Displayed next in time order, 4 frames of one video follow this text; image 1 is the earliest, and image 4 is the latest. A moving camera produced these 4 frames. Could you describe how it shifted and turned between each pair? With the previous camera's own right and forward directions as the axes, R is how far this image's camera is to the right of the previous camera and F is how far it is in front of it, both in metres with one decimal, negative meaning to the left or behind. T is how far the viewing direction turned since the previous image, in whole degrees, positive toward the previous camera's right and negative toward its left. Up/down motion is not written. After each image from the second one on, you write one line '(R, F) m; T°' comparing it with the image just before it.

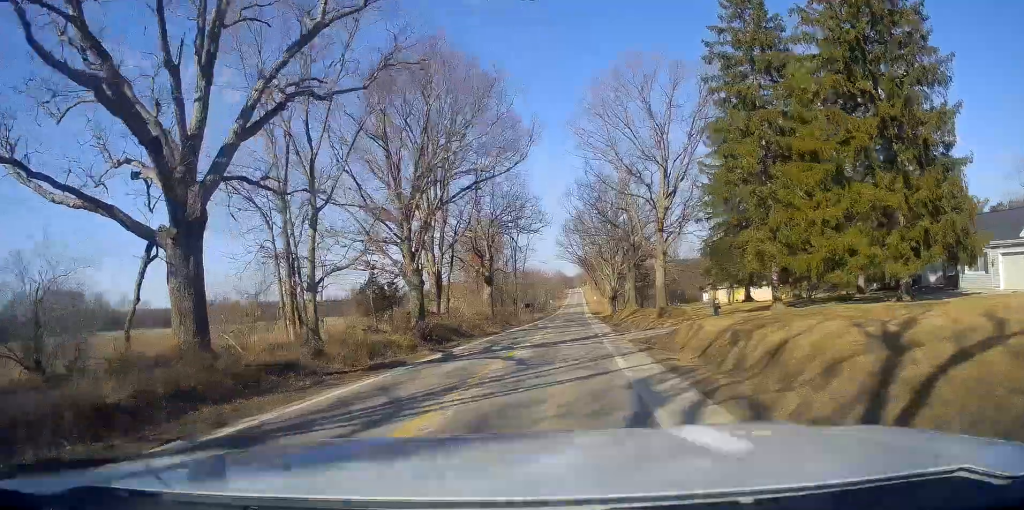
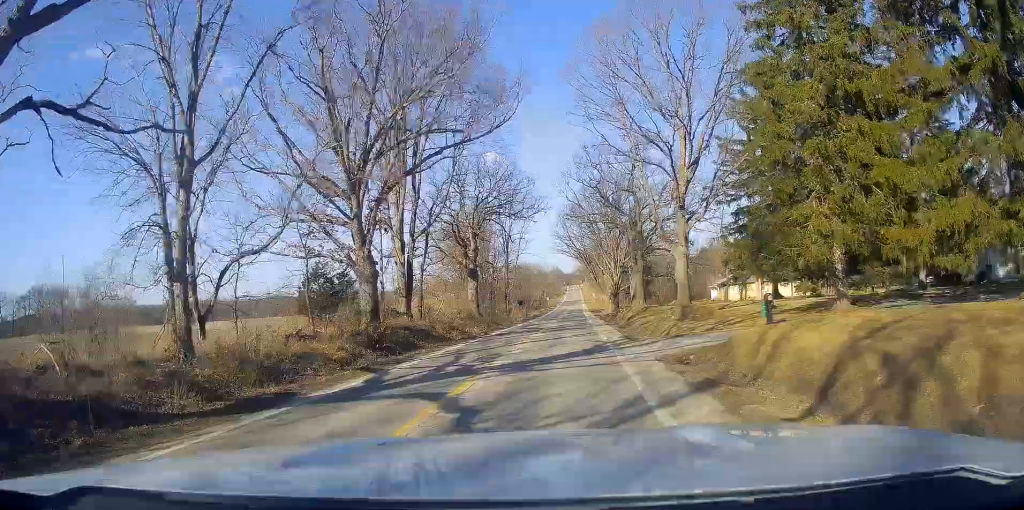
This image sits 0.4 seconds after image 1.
(0.0, +9.1) m; 0°
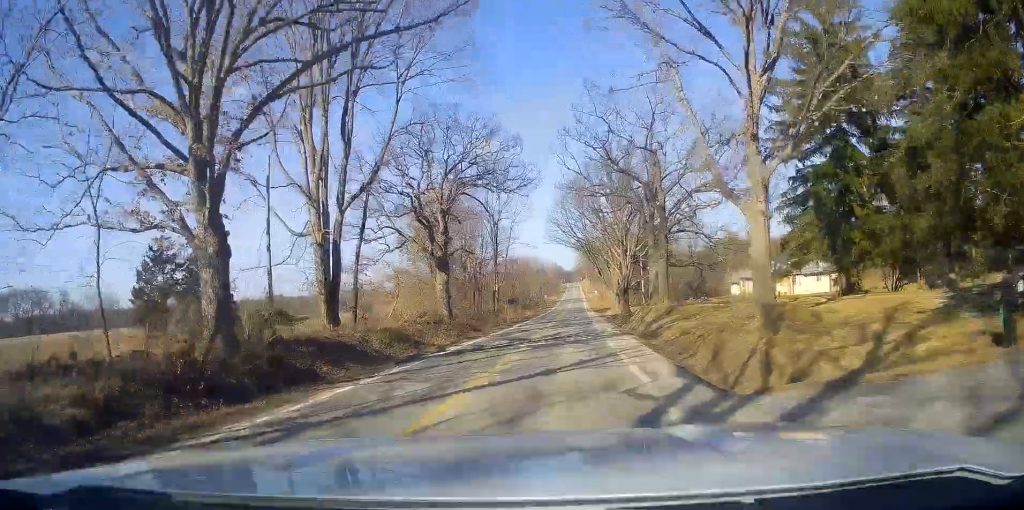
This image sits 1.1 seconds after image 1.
(-0.3, +14.4) m; 0°
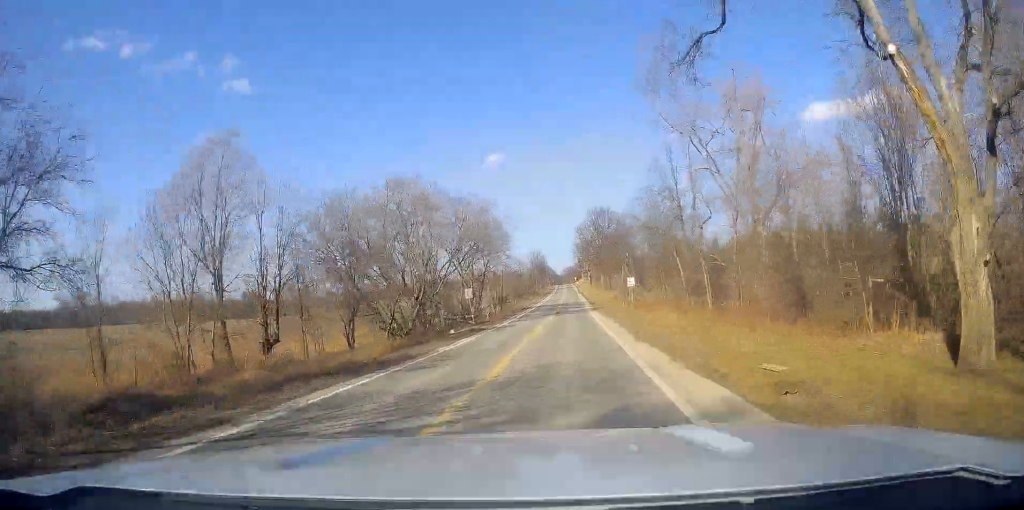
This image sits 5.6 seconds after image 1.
(+0.2, +104.2) m; +1°
